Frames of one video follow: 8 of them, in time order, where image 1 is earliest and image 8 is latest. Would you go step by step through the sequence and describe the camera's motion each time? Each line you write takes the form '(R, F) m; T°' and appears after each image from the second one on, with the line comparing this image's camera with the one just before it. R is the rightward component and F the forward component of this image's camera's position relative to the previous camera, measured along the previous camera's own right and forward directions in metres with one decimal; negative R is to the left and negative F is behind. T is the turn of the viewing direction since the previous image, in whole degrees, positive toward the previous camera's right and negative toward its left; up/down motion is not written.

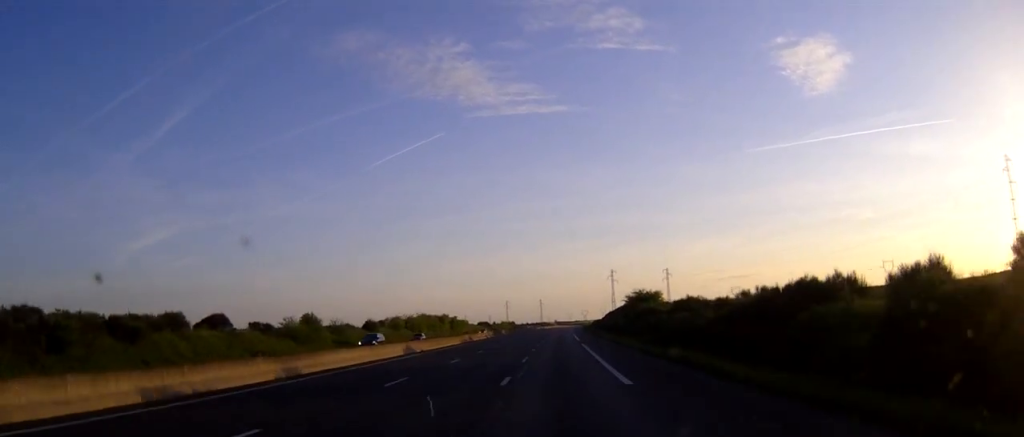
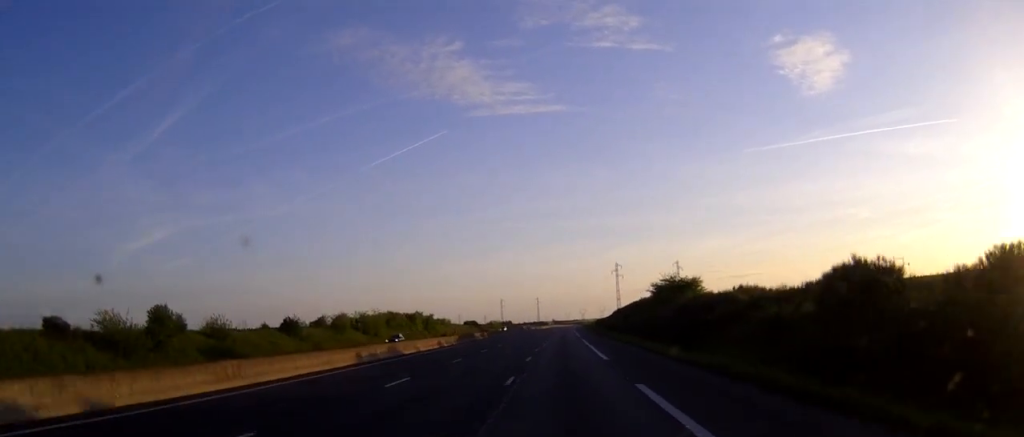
(+0.1, +39.8) m; 0°
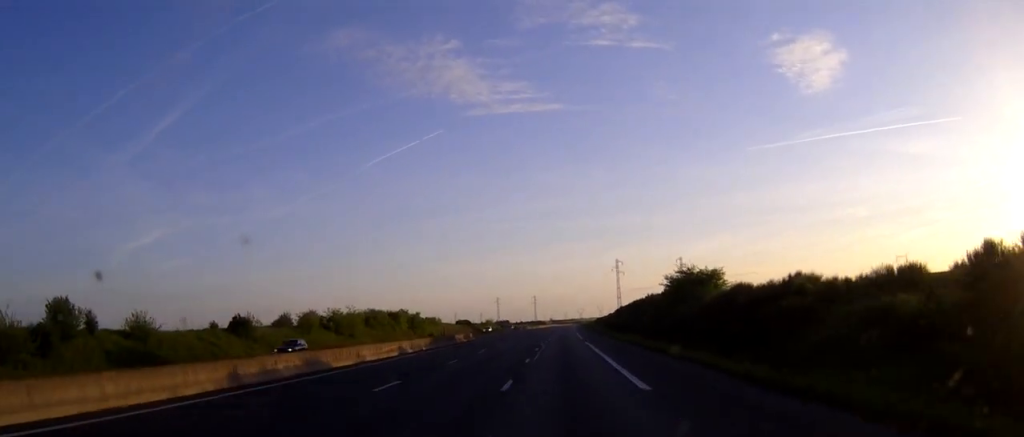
(0.0, +14.7) m; 0°
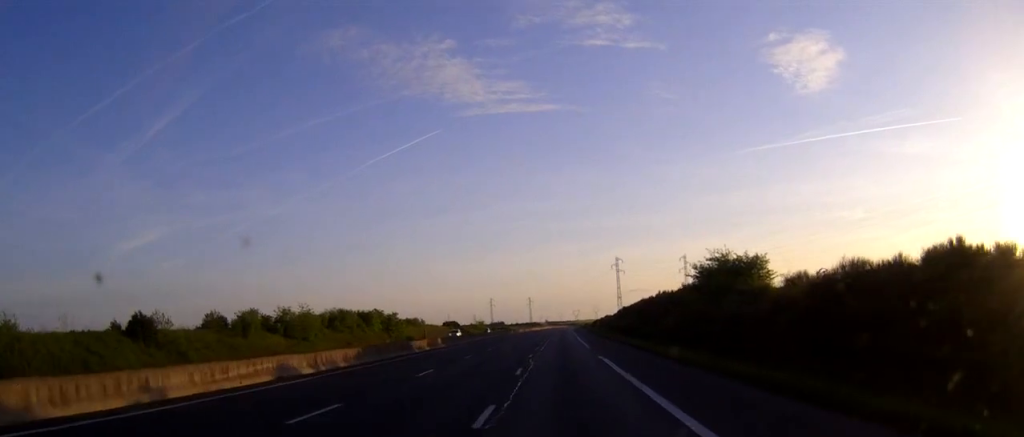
(0.0, +19.9) m; 0°
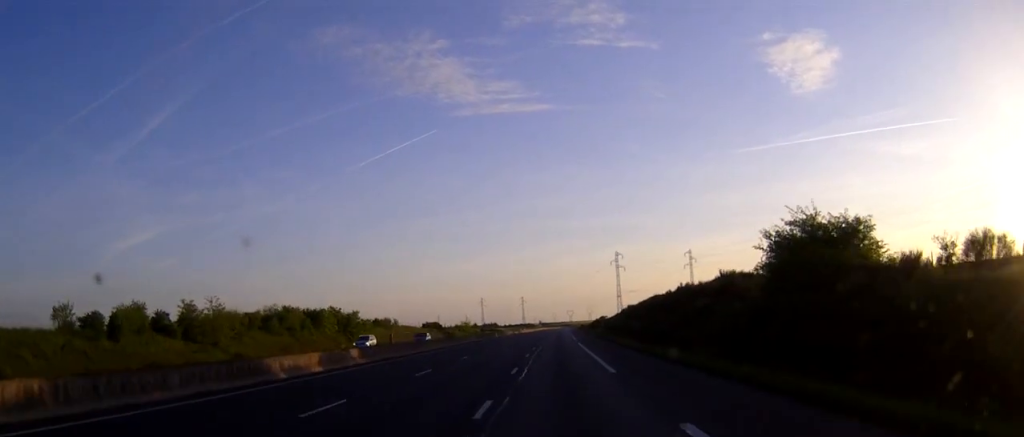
(+0.1, +25.1) m; 0°
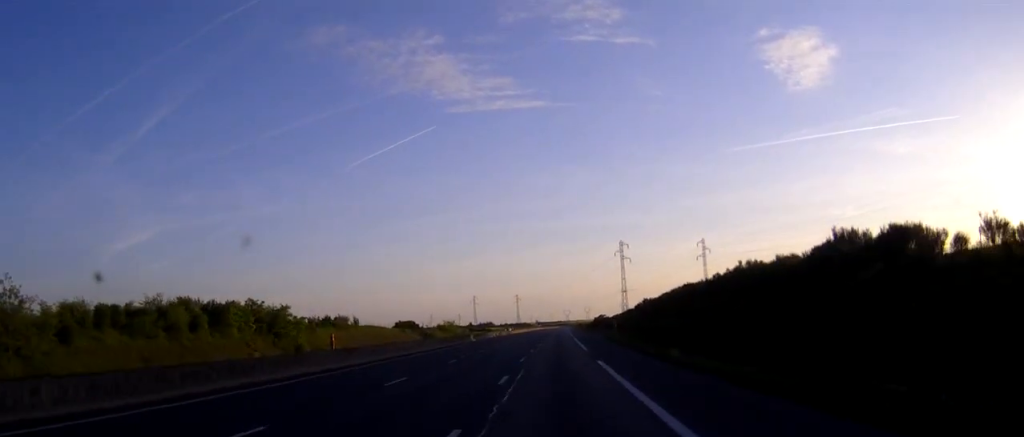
(0.0, +31.2) m; 0°
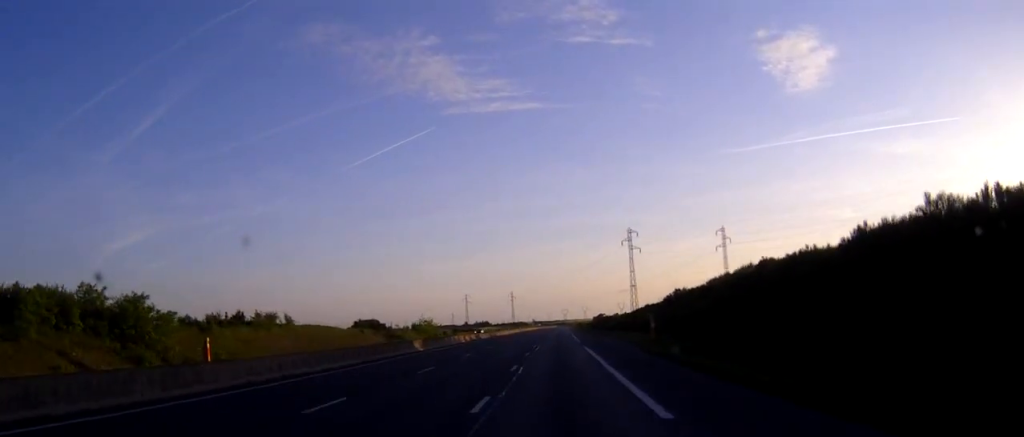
(+0.1, +33.8) m; 0°
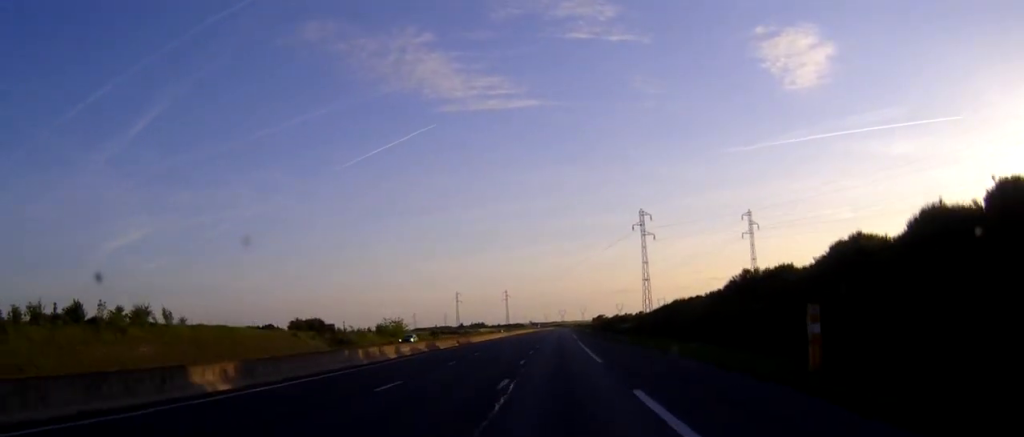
(0.0, +33.1) m; 0°
